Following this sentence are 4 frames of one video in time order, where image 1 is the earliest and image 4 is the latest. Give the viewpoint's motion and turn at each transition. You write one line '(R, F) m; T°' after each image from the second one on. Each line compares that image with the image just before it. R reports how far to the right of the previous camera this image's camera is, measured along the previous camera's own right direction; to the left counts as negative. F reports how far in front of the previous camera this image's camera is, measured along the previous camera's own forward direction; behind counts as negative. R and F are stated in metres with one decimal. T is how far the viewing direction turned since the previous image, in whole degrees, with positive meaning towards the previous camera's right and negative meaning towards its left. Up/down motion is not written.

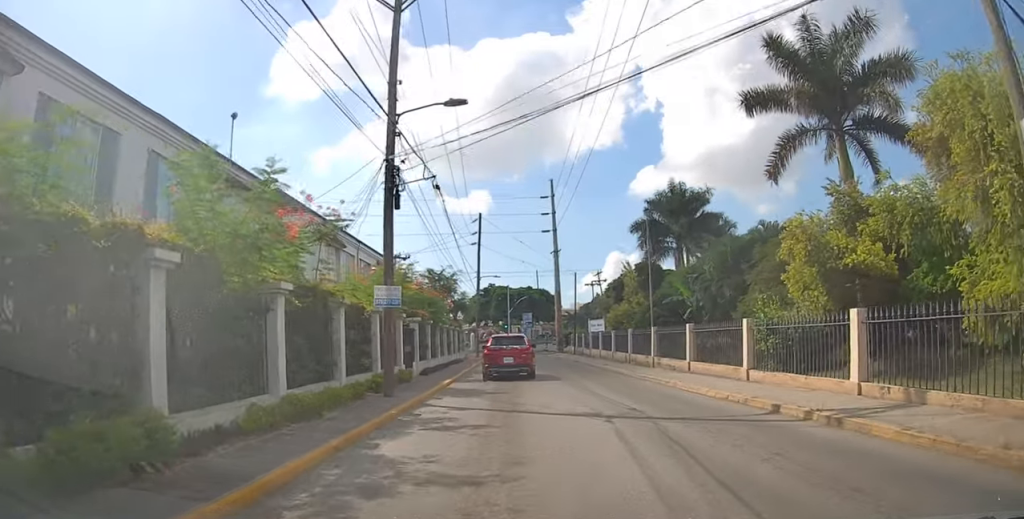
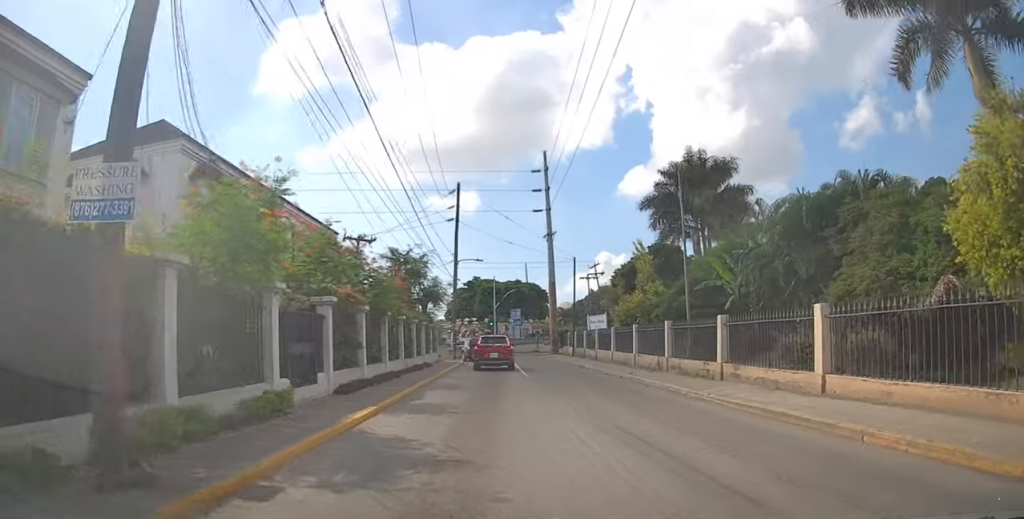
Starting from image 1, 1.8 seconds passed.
(0.0, +9.5) m; +1°
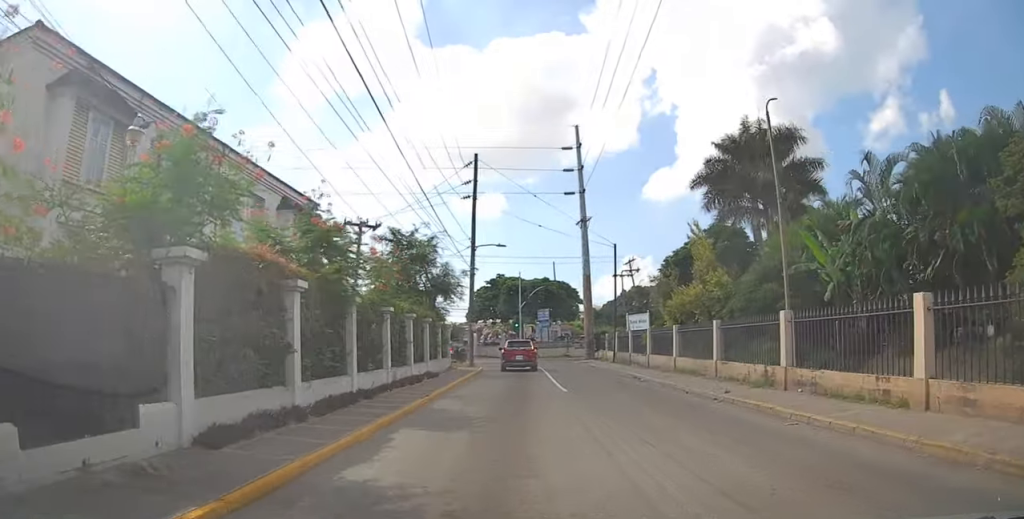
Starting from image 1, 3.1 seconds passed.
(-0.2, +7.2) m; -2°
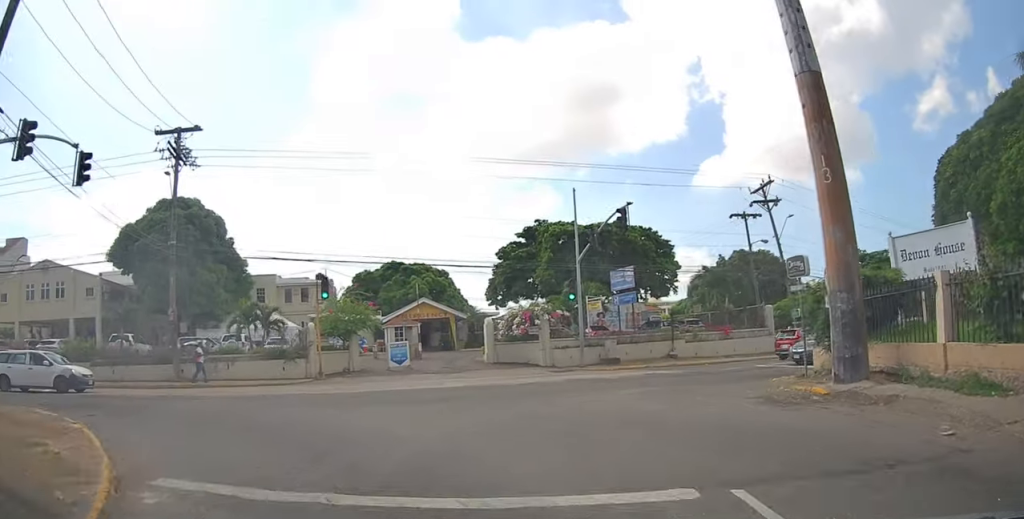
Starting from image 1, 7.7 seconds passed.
(-0.2, +31.9) m; -9°
